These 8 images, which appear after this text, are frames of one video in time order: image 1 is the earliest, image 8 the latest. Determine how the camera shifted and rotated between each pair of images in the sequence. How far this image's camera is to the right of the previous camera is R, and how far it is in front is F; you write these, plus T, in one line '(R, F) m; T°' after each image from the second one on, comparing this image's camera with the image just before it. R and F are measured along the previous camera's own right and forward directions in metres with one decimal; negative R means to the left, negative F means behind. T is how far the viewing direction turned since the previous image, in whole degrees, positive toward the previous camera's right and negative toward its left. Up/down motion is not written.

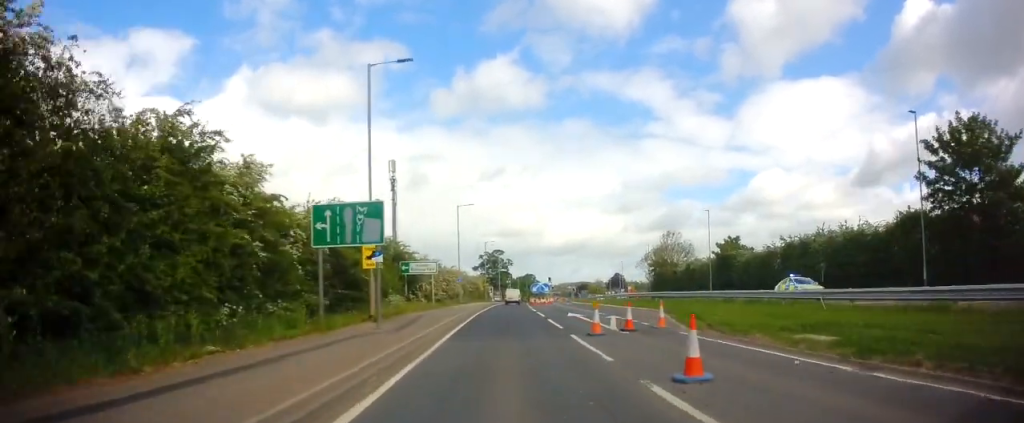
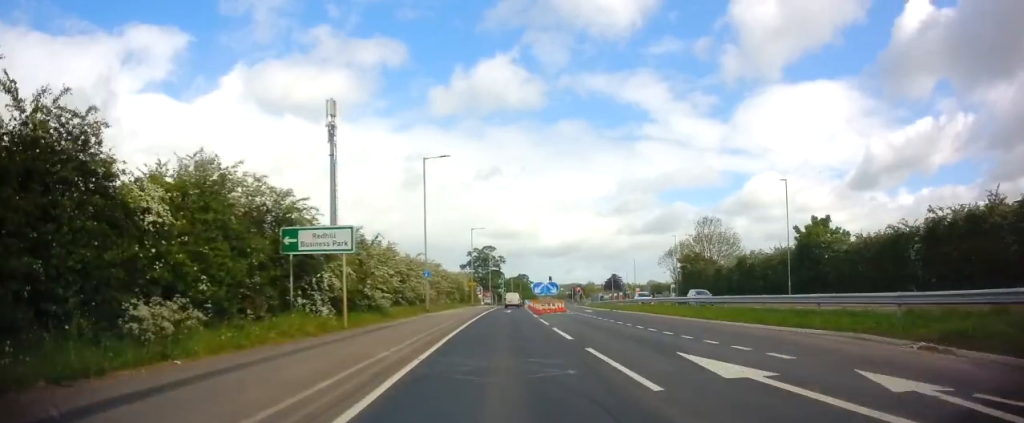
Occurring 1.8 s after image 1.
(-0.3, +21.0) m; 0°
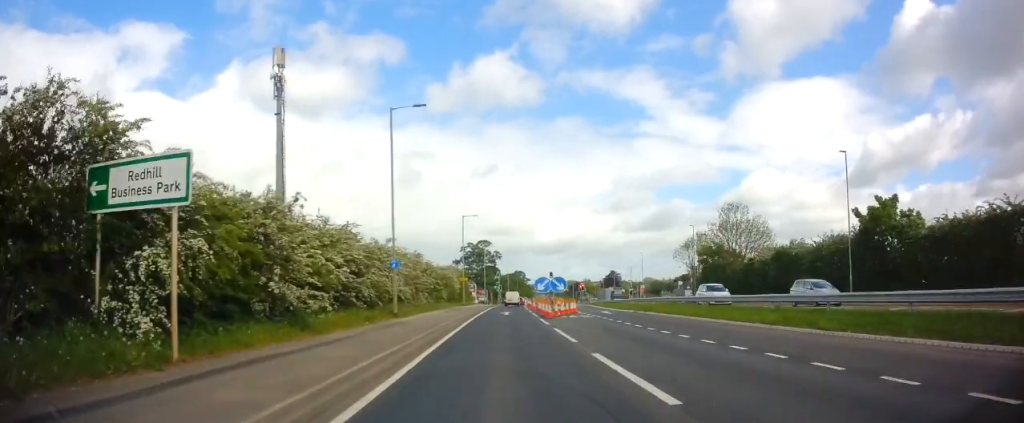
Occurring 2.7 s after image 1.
(+0.2, +10.1) m; +1°
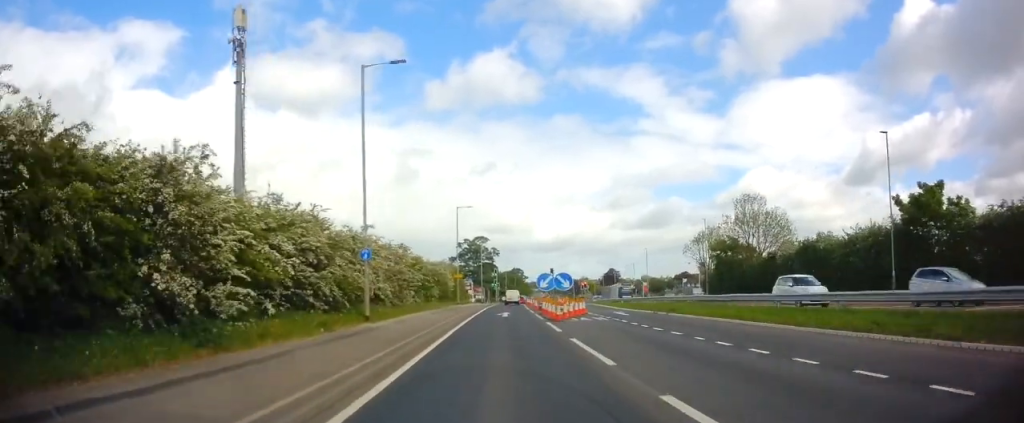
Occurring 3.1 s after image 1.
(0.0, +5.3) m; 0°
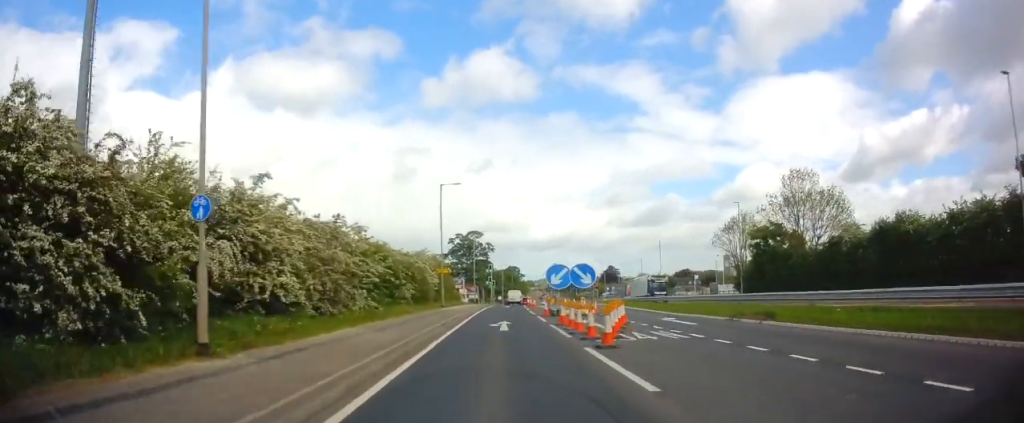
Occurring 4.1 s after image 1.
(-0.1, +11.9) m; 0°
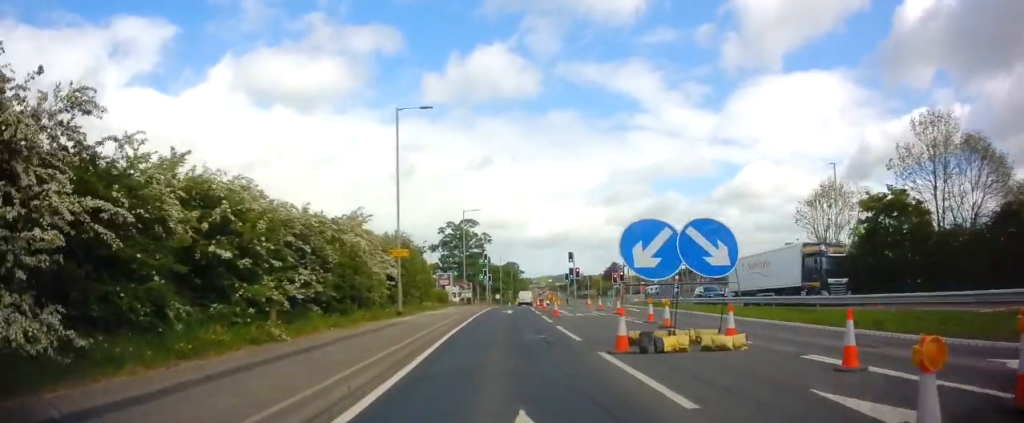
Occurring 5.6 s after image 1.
(+0.2, +19.1) m; +1°
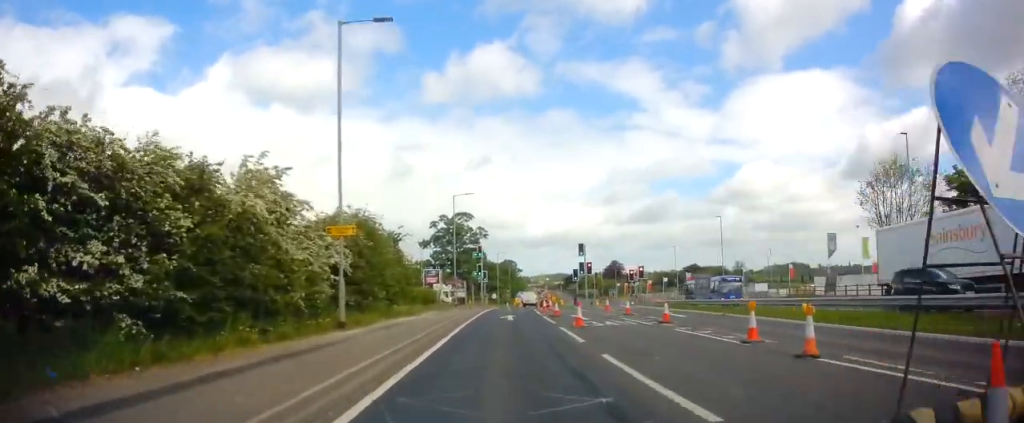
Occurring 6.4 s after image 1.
(0.0, +9.6) m; +1°
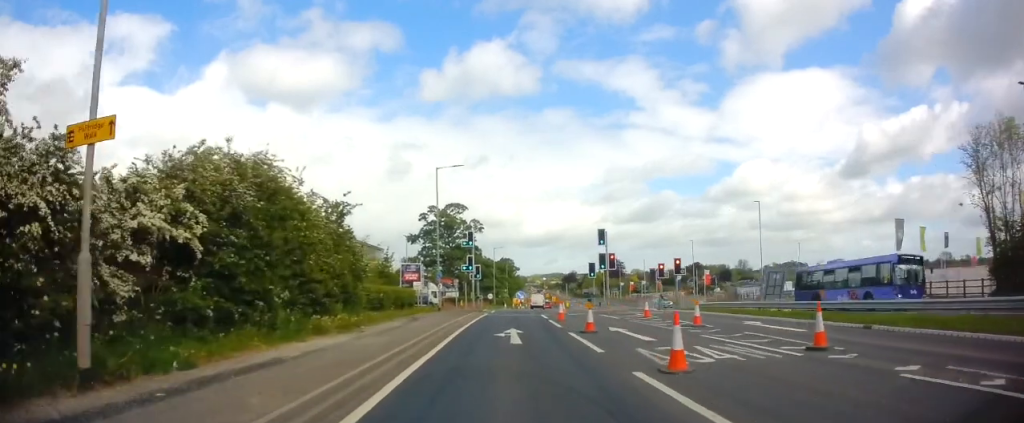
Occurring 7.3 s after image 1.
(+0.1, +11.5) m; +1°
